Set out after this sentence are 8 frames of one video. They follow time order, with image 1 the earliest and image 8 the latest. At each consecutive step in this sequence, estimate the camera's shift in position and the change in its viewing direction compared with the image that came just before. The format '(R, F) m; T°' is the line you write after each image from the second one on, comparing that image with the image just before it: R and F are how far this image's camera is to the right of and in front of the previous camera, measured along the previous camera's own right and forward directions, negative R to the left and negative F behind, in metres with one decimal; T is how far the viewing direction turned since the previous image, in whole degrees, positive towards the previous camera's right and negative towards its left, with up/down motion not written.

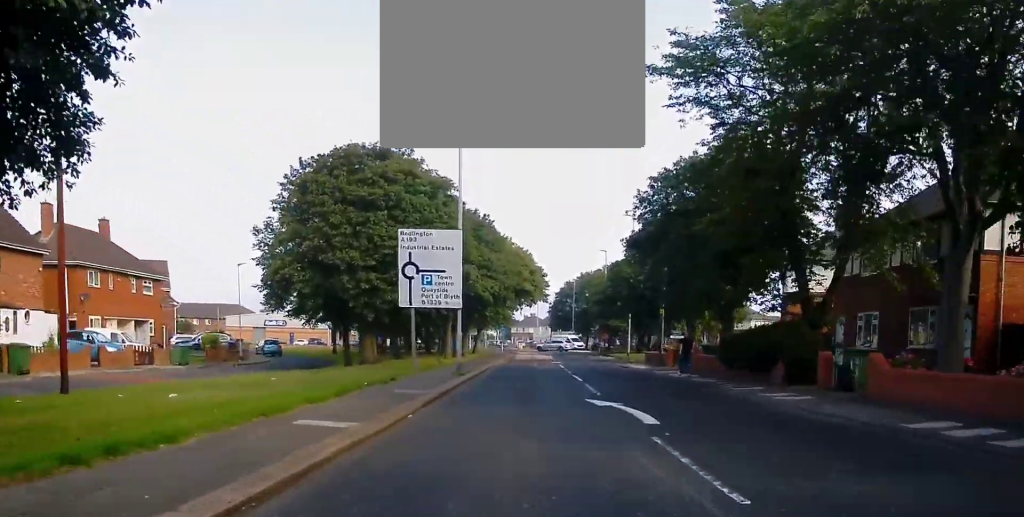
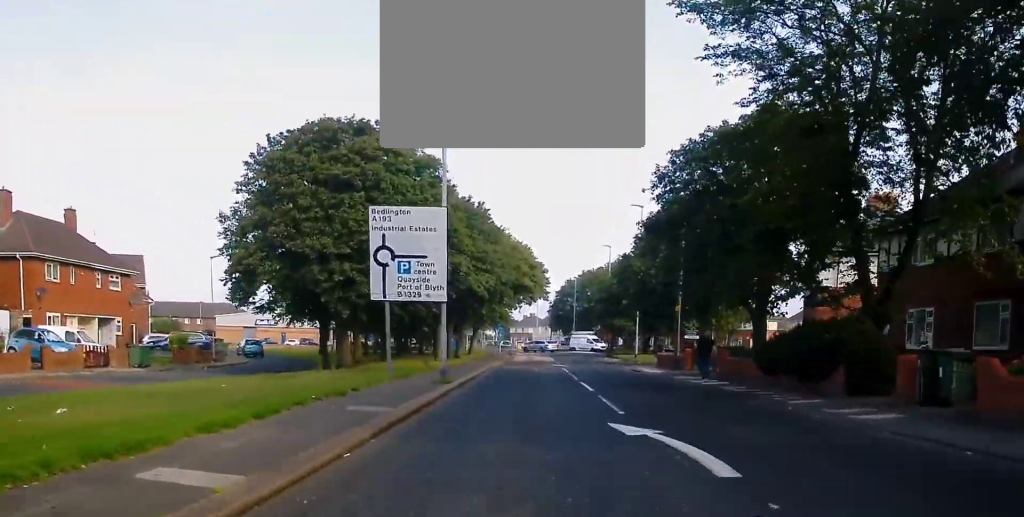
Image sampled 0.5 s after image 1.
(0.0, +4.5) m; 0°
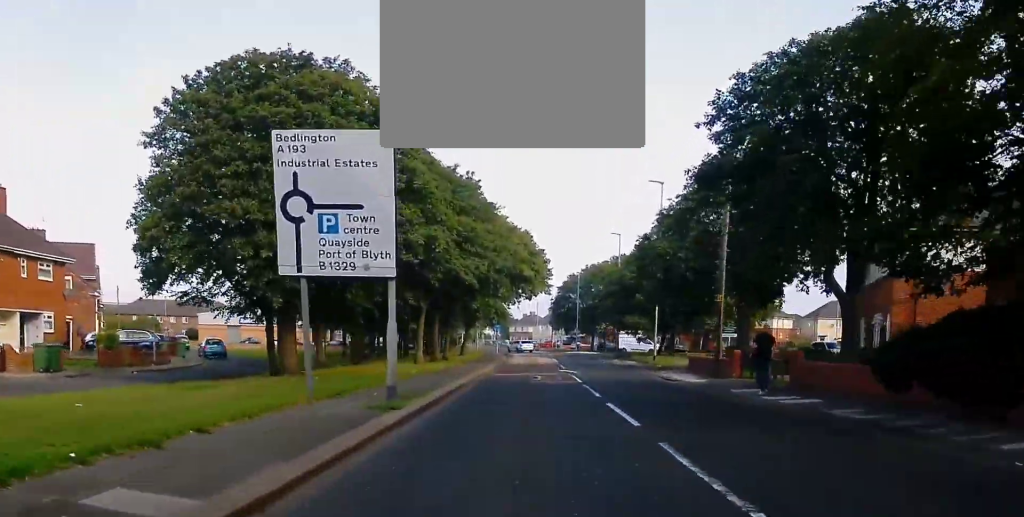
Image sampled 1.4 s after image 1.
(0.0, +8.0) m; 0°
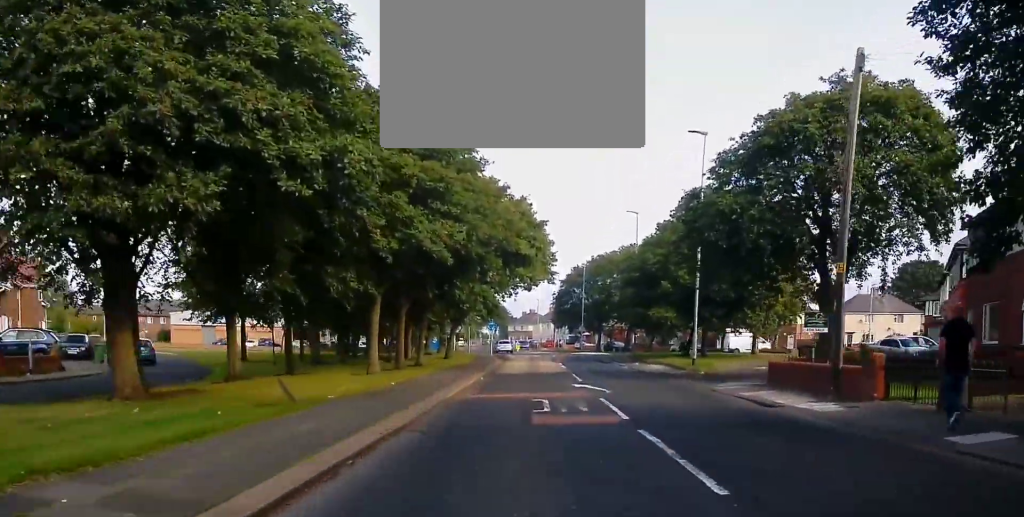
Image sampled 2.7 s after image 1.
(-0.1, +11.2) m; -1°
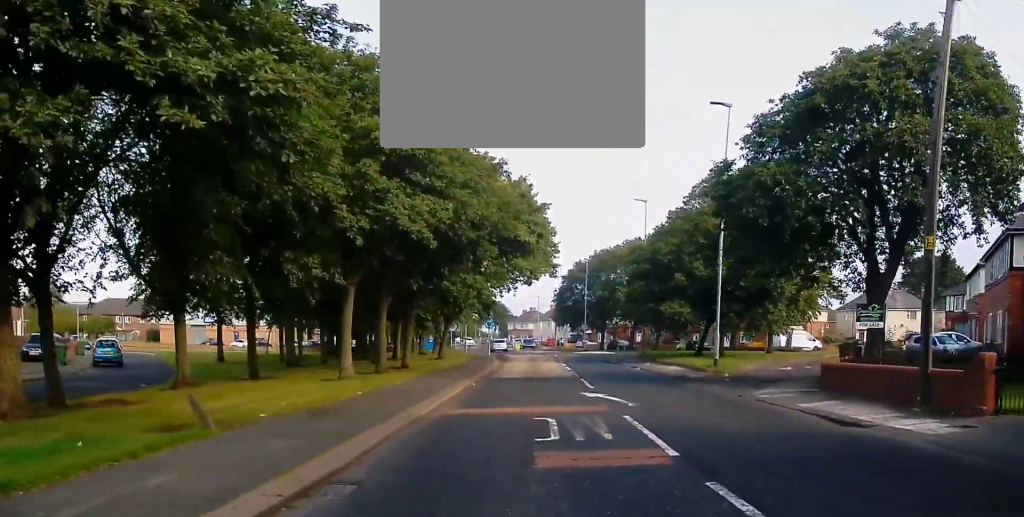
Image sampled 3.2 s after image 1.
(-0.1, +4.1) m; 0°
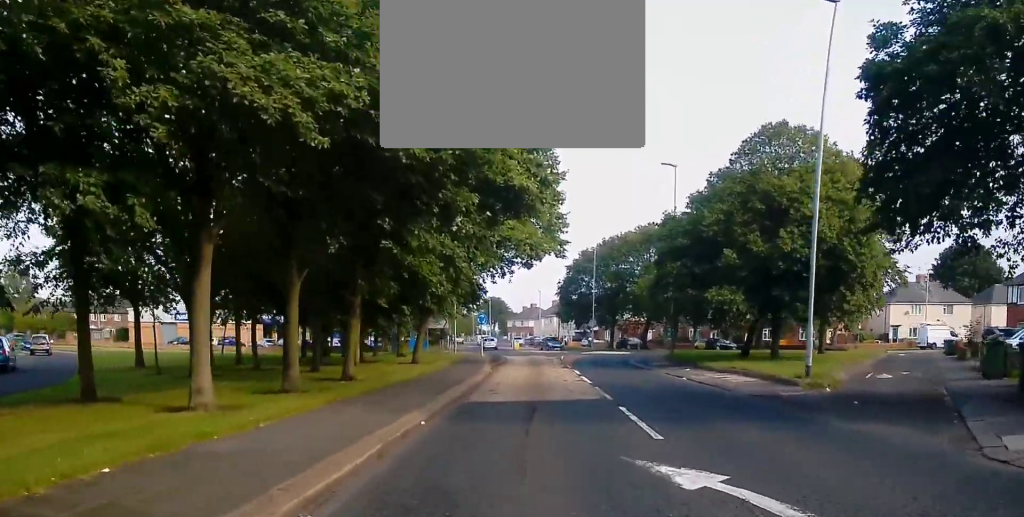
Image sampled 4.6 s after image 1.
(+0.4, +10.1) m; +1°
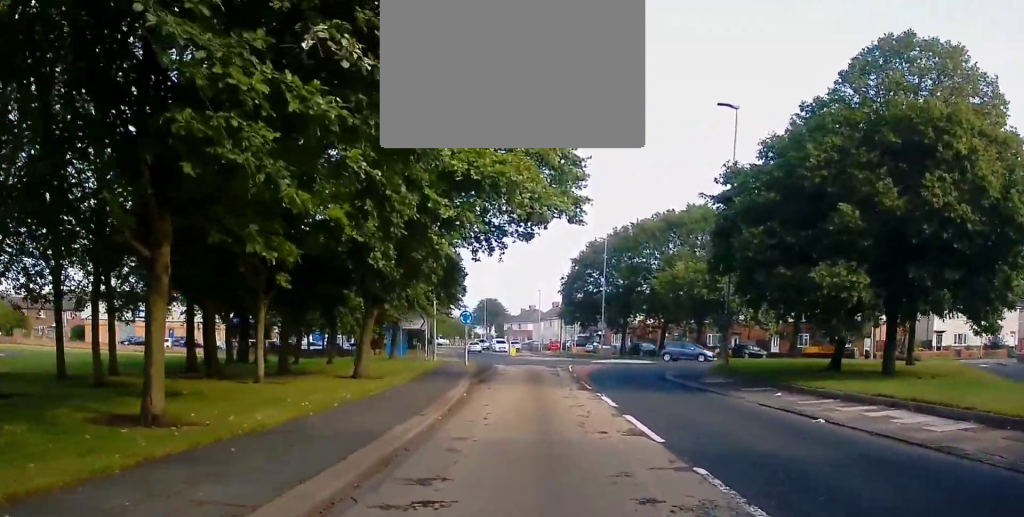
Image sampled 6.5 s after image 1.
(-0.1, +11.6) m; 0°
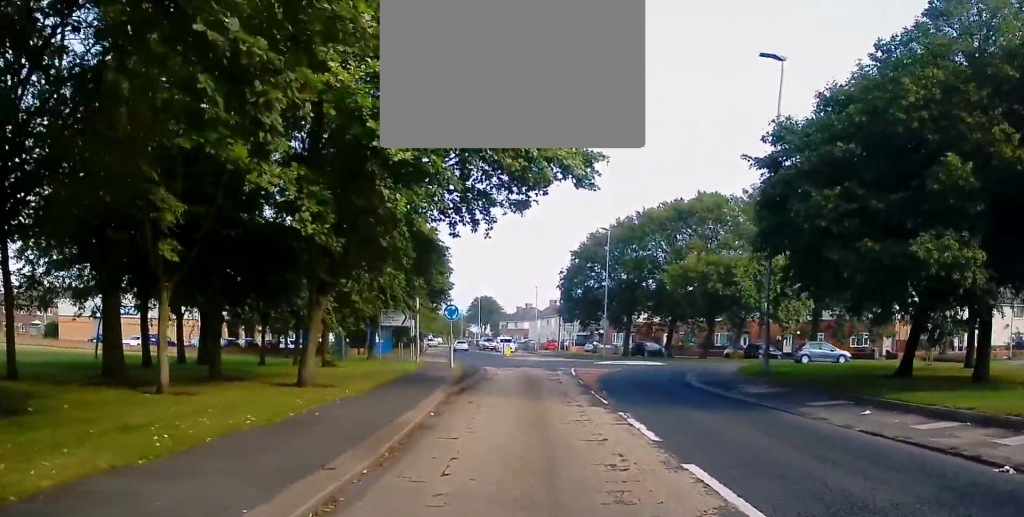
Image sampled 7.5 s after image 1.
(+0.1, +5.5) m; -1°
